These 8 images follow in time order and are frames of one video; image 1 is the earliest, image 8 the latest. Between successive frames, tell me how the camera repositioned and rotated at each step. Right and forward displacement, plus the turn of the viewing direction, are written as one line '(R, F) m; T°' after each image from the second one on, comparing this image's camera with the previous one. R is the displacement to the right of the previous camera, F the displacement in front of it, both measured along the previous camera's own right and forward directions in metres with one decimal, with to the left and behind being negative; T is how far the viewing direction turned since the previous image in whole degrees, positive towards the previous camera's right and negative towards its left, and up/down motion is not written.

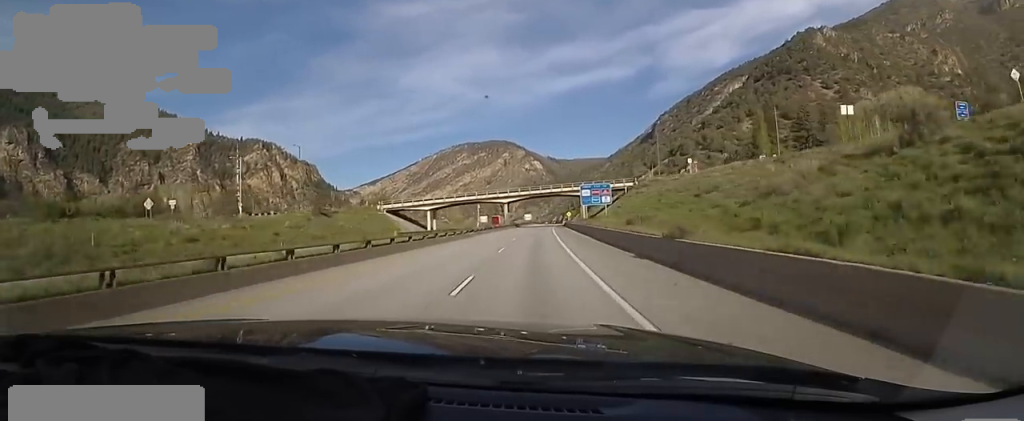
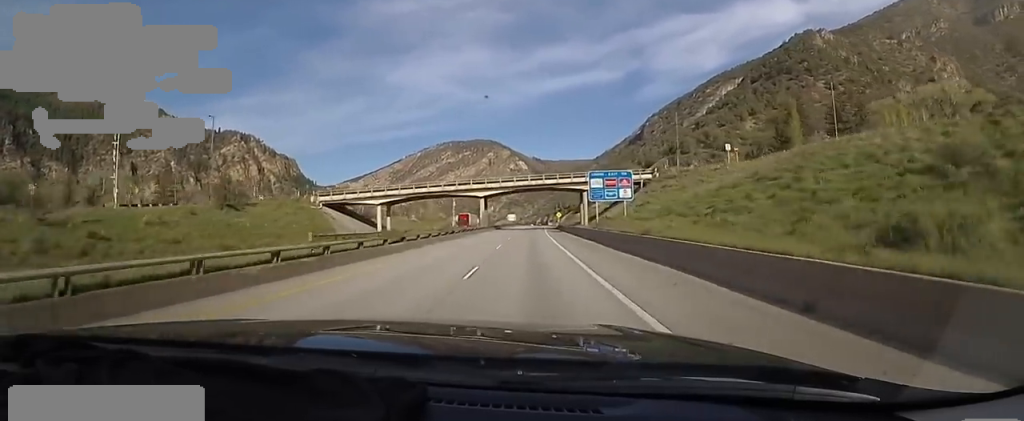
(+1.0, +21.9) m; +3°
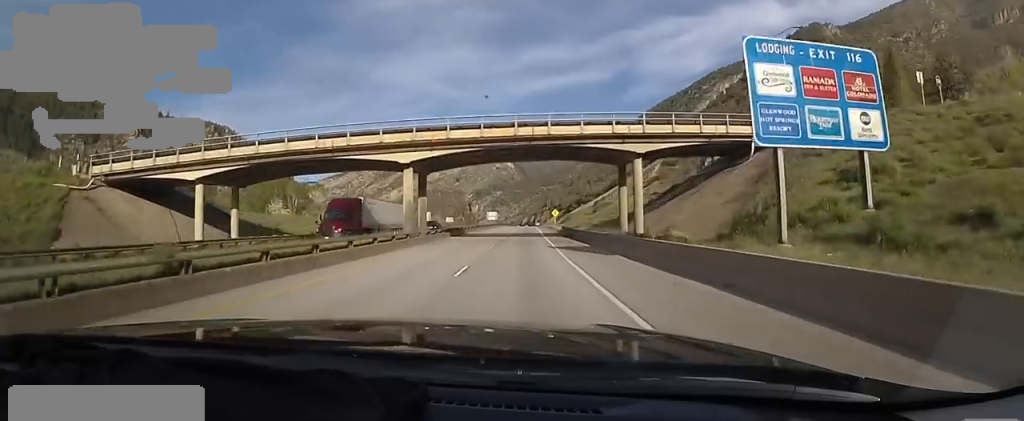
(+0.9, +36.4) m; +1°
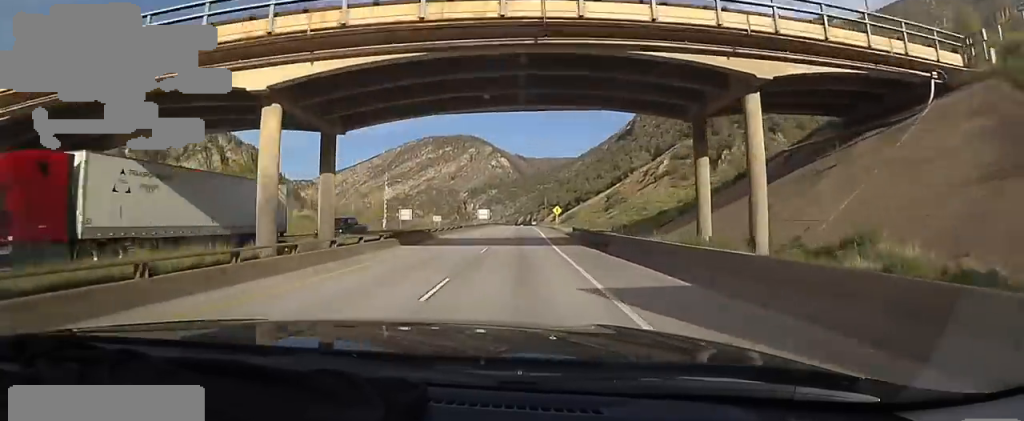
(-0.2, +16.2) m; 0°
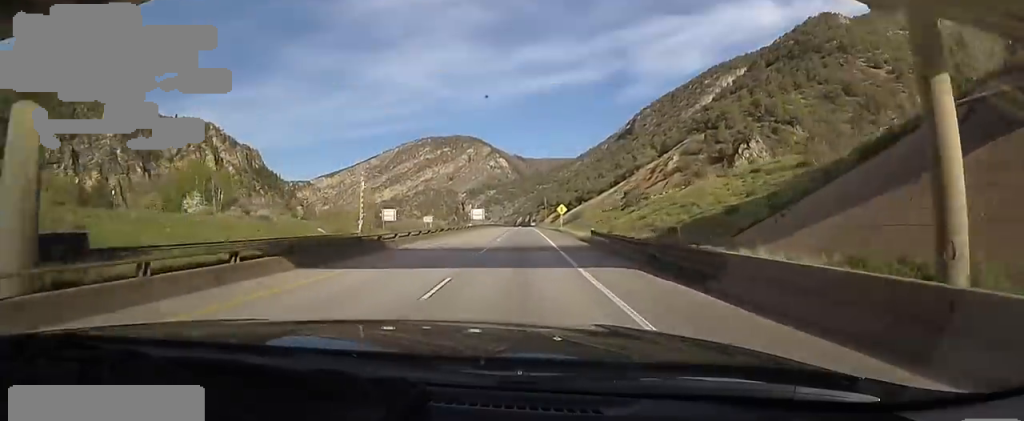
(0.0, +12.0) m; -1°
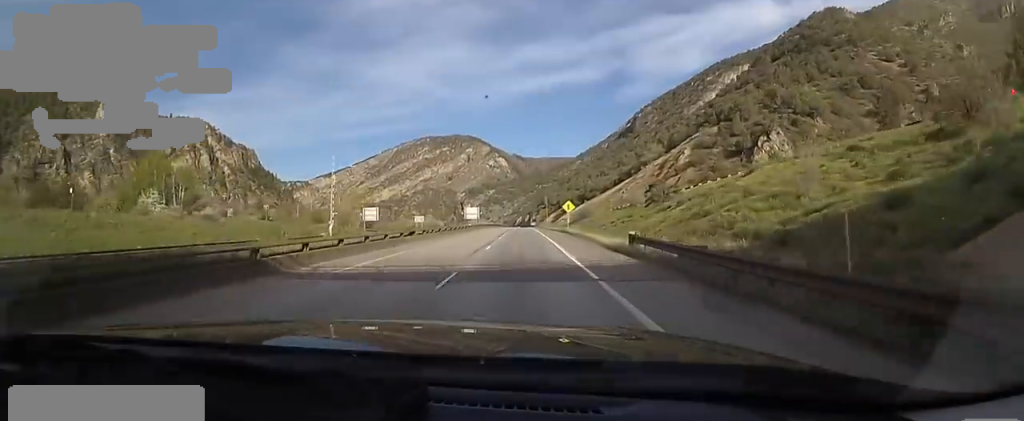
(+0.2, +11.1) m; -1°
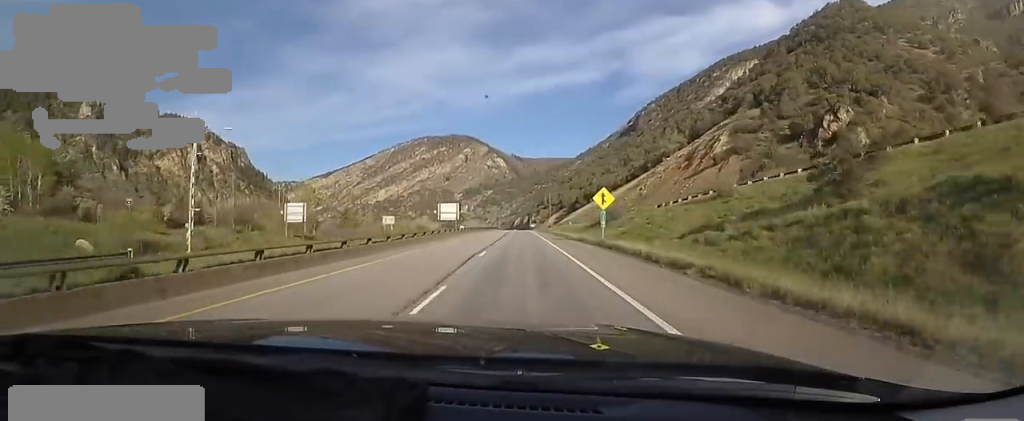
(-1.1, +27.4) m; +1°
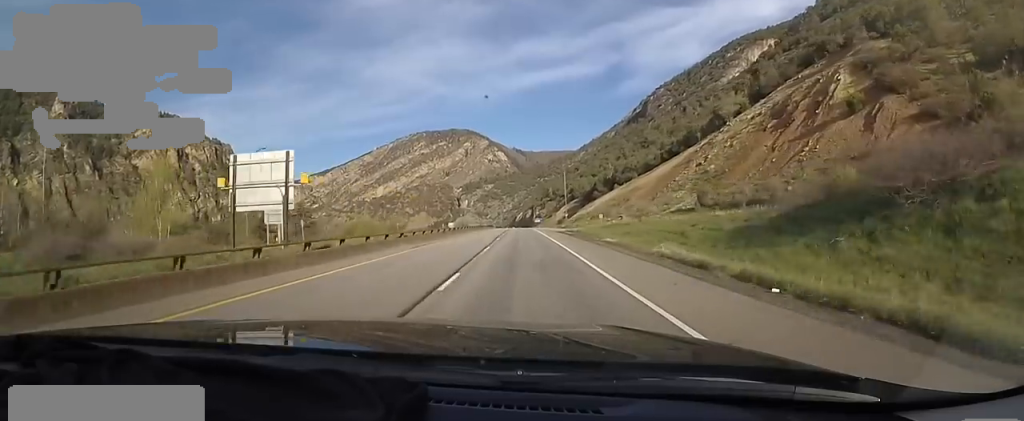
(+3.0, +46.3) m; +3°
